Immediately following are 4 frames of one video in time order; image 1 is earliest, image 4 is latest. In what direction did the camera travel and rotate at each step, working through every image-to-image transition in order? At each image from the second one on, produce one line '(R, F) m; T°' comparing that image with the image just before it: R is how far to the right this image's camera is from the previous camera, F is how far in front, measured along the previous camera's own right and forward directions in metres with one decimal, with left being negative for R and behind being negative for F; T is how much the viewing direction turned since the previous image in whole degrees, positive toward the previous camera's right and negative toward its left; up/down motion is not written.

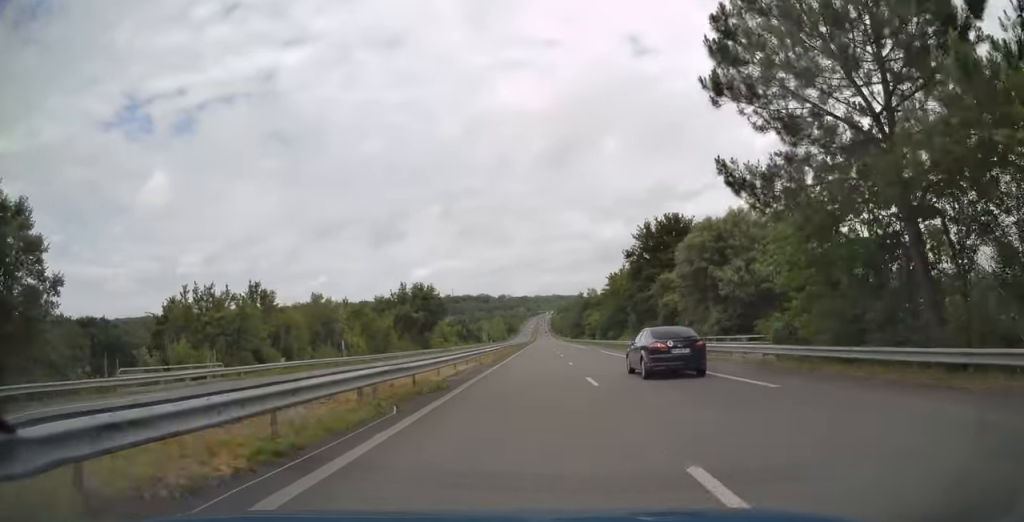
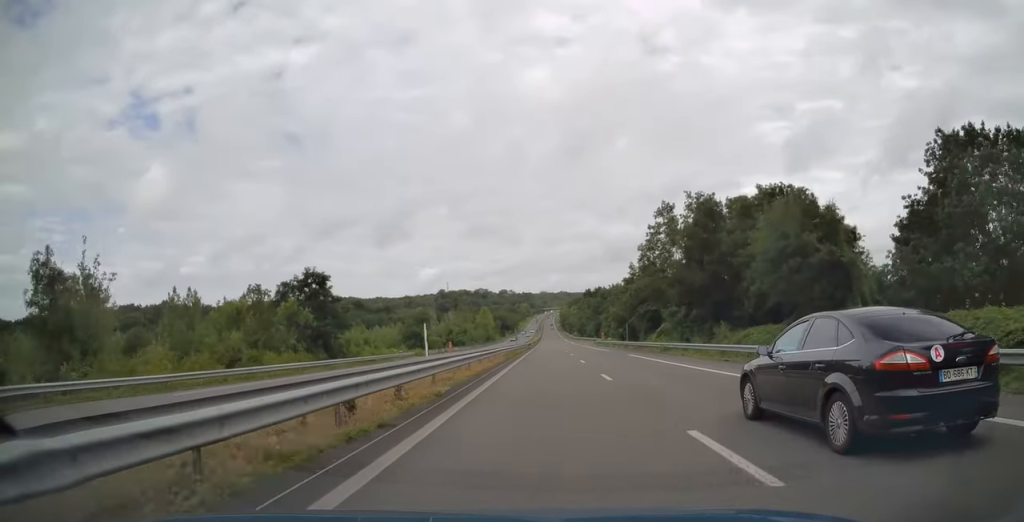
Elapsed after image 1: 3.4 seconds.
(-0.4, +116.0) m; 0°
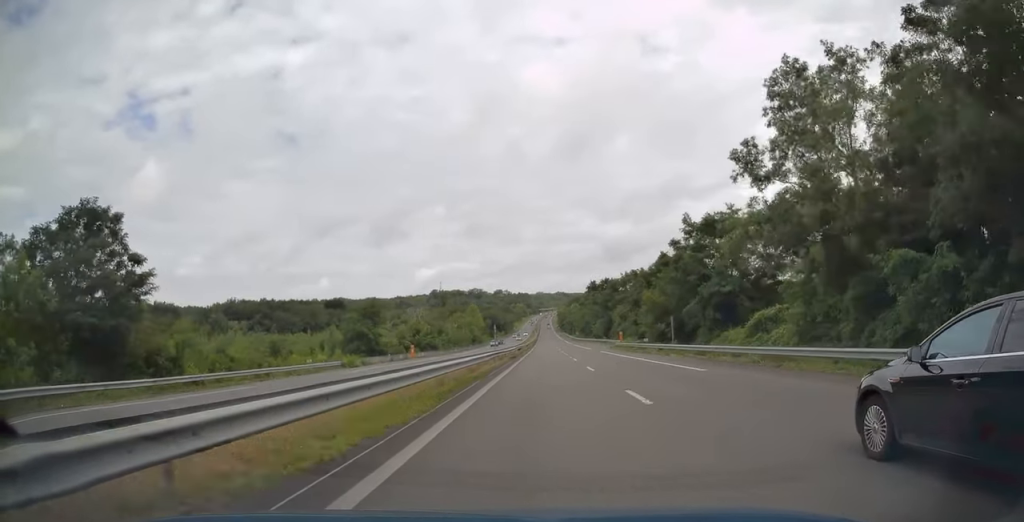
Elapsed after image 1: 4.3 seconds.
(+0.2, +32.6) m; 0°
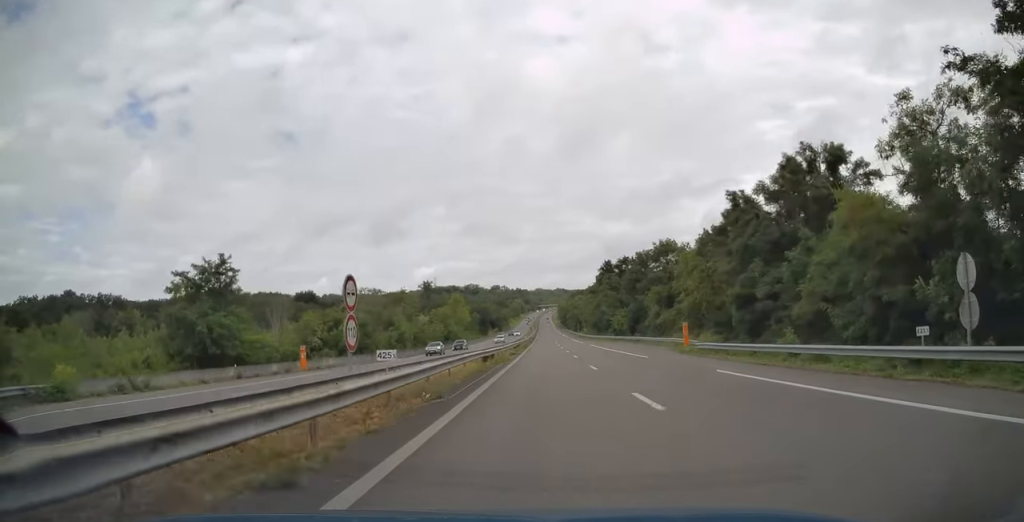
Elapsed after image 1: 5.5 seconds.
(0.0, +40.7) m; 0°
